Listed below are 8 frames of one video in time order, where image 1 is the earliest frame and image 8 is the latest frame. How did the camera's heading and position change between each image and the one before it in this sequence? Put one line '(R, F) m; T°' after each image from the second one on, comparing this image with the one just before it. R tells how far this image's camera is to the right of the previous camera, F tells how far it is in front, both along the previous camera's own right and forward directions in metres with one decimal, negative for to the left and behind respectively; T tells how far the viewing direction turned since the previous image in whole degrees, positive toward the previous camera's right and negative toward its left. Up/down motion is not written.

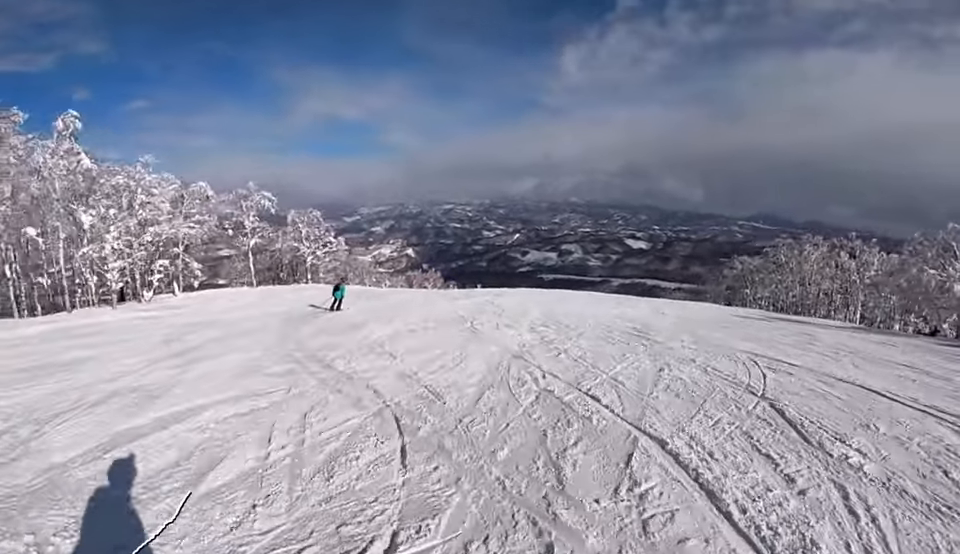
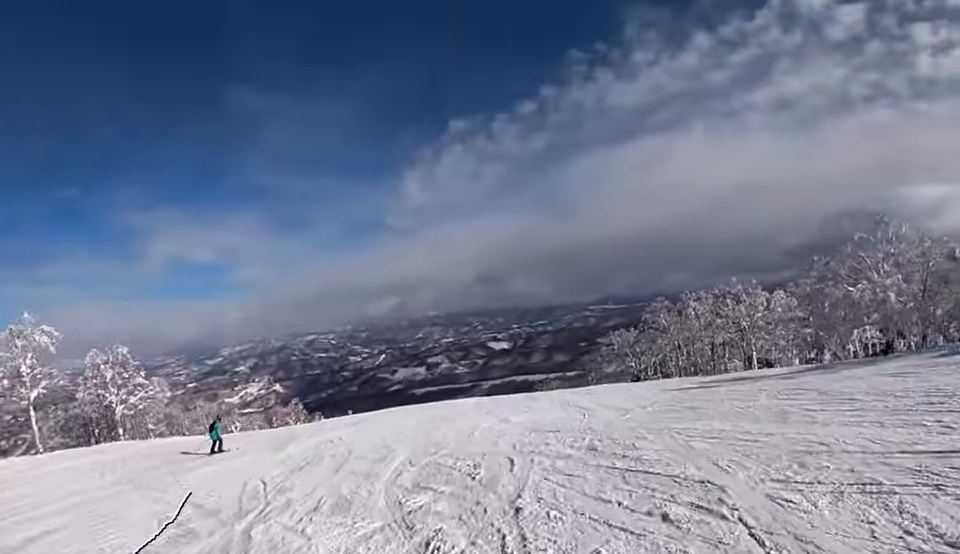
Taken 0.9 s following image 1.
(+1.5, +9.1) m; +13°
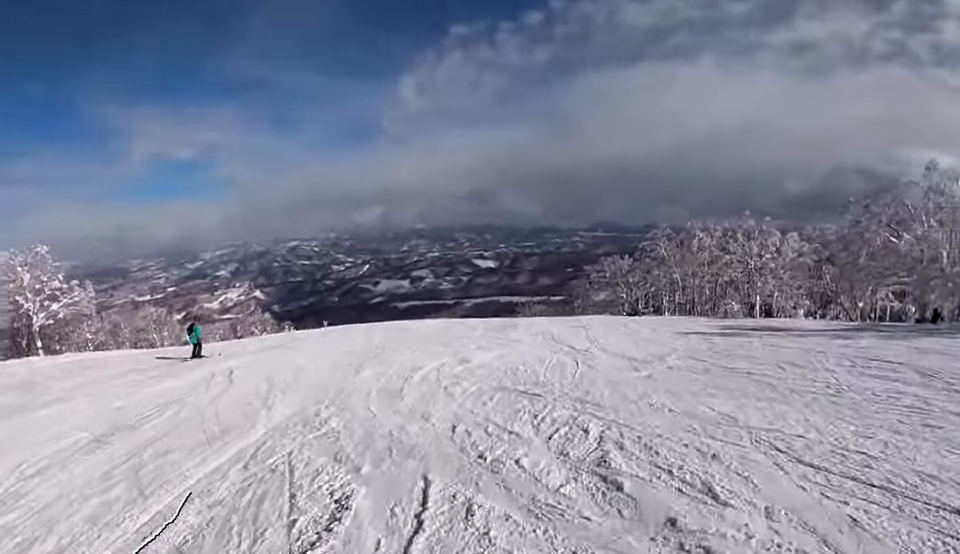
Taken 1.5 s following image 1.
(+0.5, +5.3) m; -3°
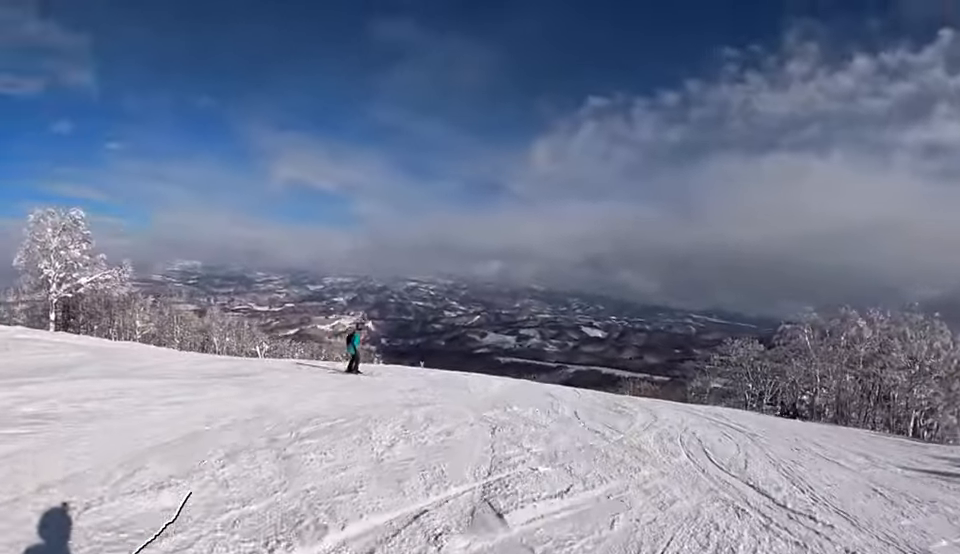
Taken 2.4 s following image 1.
(-0.4, +7.8) m; -5°
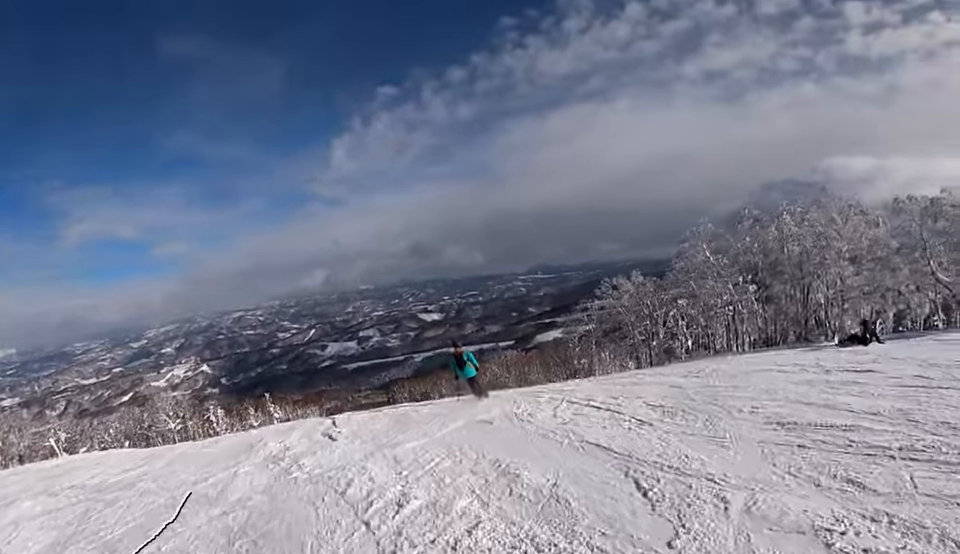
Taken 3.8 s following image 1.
(+0.2, +10.8) m; +4°
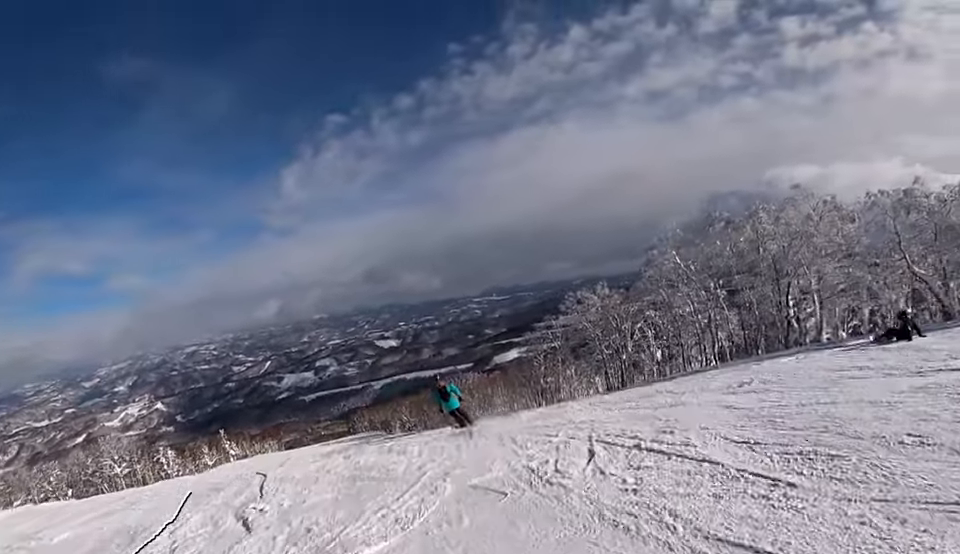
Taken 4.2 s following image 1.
(0.0, +3.2) m; +2°
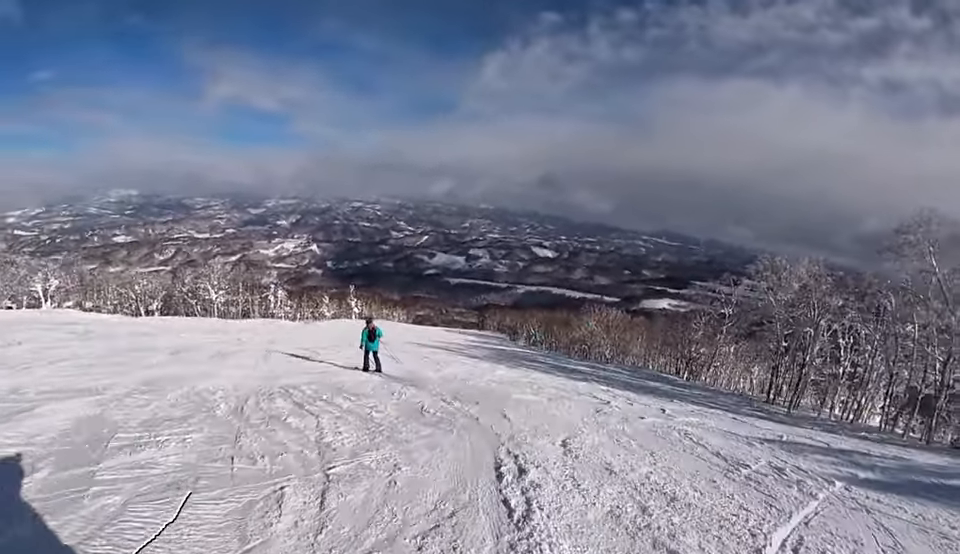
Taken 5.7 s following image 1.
(+0.2, +10.5) m; -9°
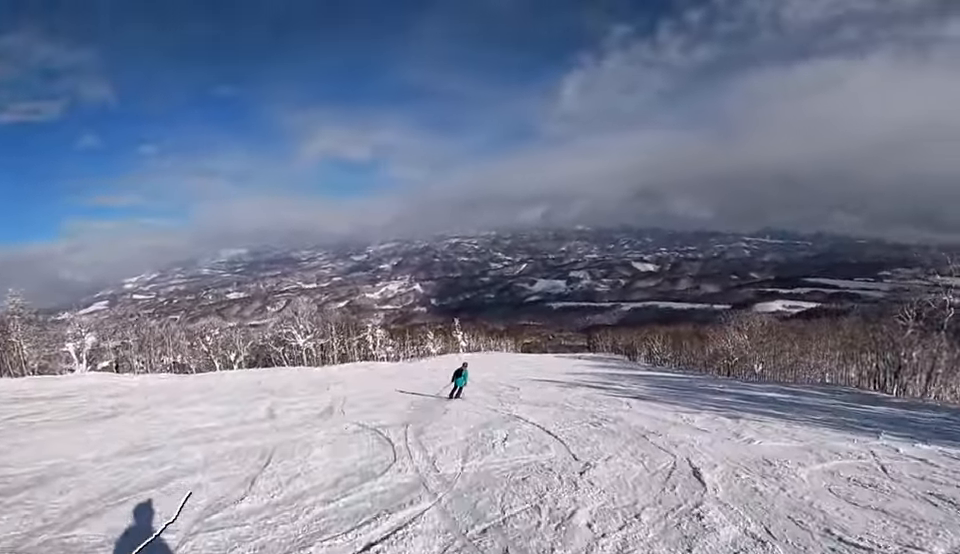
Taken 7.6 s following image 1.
(-3.6, +12.1) m; -12°
